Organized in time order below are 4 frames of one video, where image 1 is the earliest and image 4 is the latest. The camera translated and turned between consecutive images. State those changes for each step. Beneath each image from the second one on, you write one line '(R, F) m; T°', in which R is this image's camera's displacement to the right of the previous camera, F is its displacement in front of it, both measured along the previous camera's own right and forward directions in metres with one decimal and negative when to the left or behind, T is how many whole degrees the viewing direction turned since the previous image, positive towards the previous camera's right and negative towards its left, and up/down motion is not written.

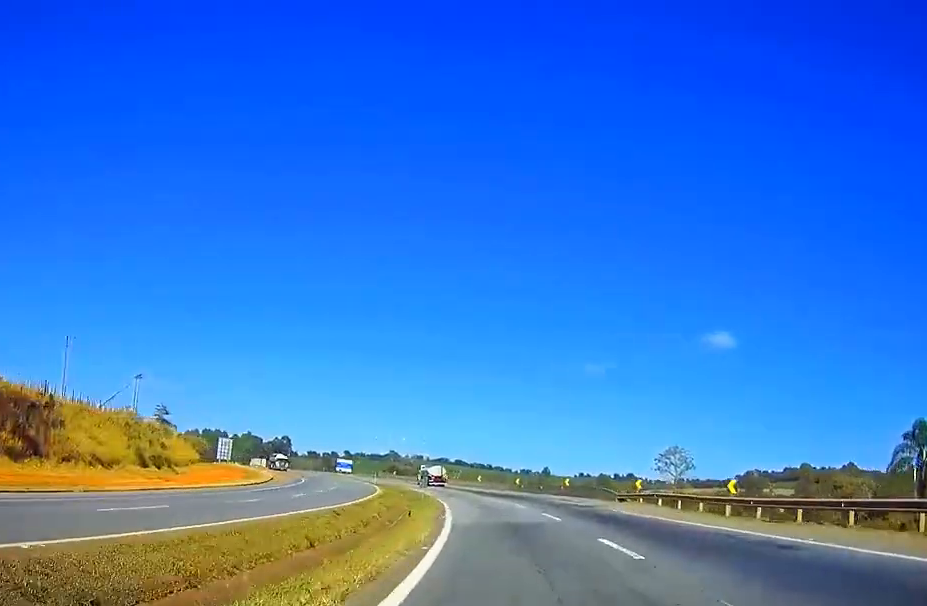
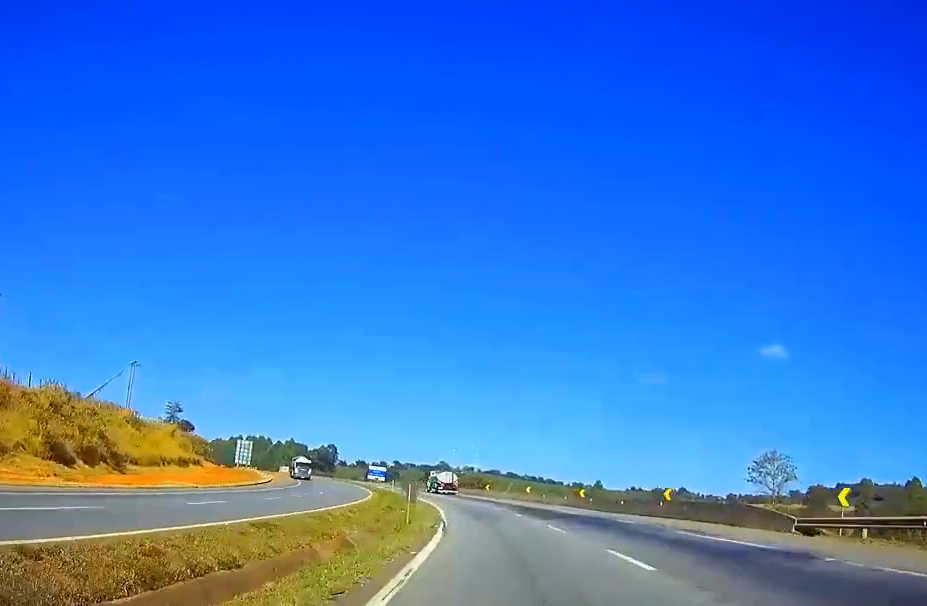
(-0.7, +27.7) m; -4°
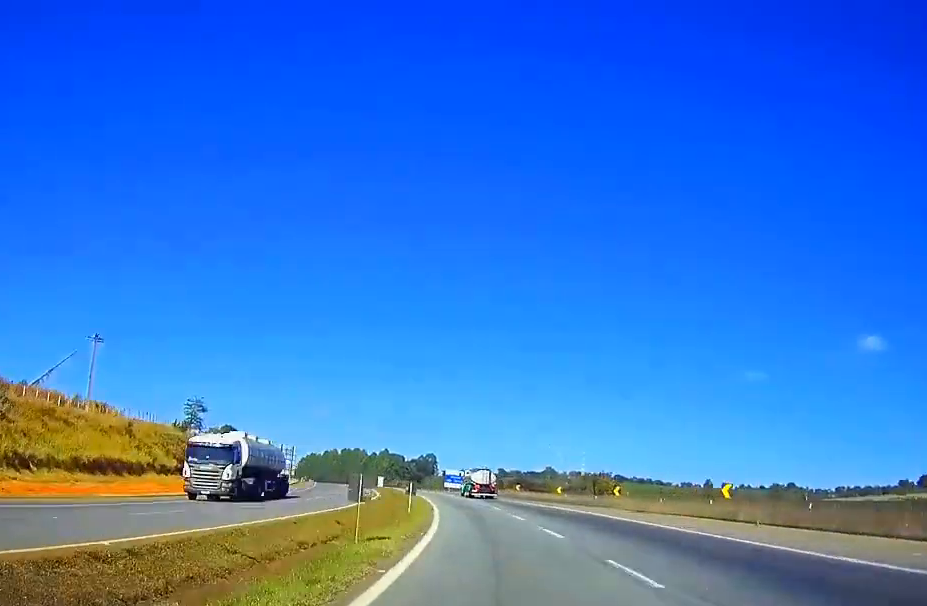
(-3.9, +49.7) m; -7°
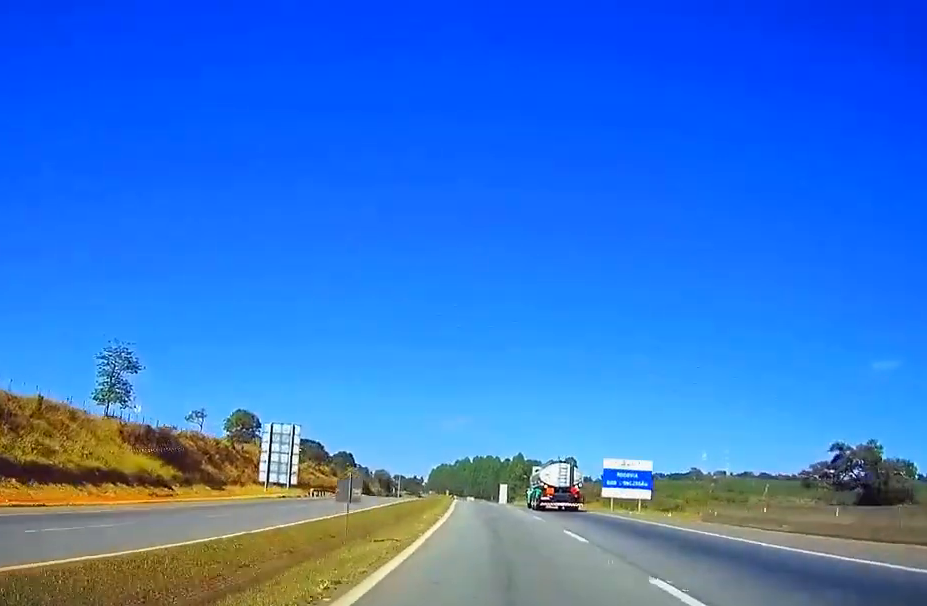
(-7.2, +86.3) m; -9°
